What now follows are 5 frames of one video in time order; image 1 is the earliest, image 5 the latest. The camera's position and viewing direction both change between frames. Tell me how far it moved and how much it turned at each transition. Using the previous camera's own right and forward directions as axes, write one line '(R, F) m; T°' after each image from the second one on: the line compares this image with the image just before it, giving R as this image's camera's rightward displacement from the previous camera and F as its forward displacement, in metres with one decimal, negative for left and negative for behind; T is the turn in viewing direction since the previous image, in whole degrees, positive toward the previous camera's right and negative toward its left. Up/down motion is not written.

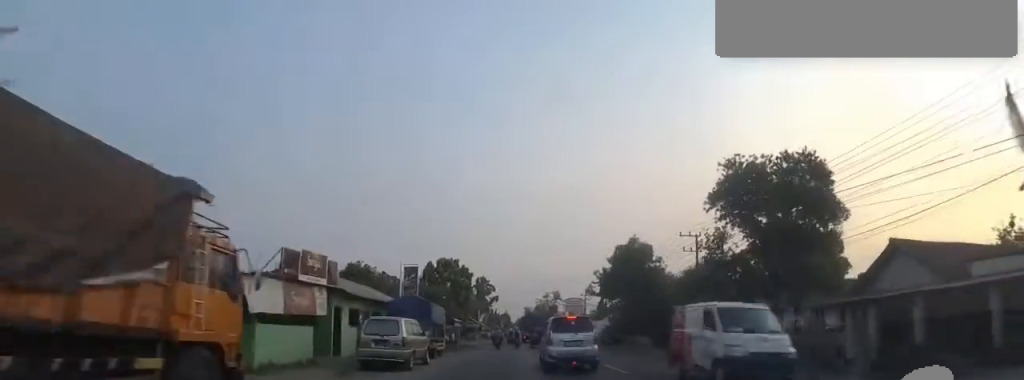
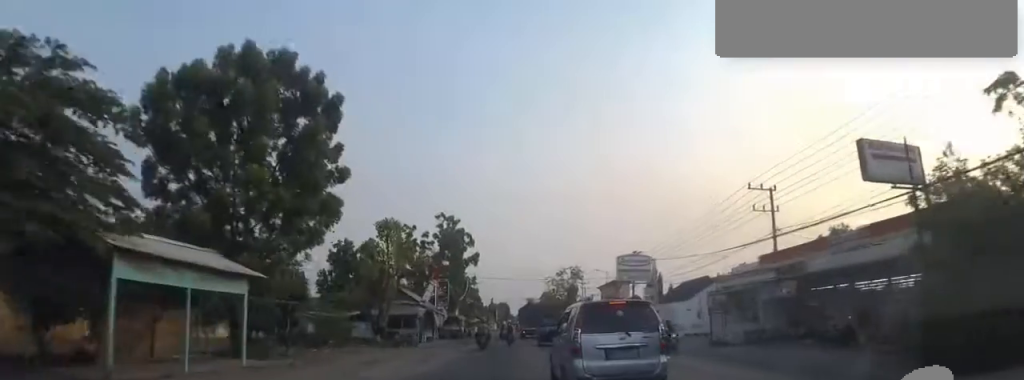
(-3.7, +40.6) m; -2°
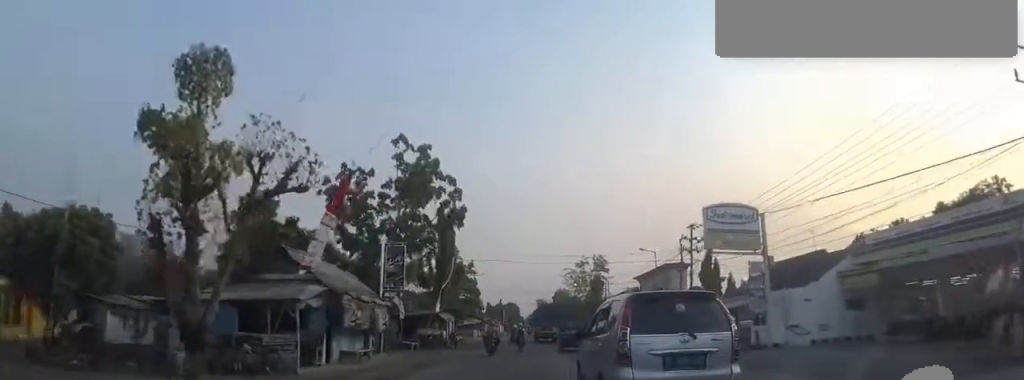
(+1.5, +17.3) m; +2°
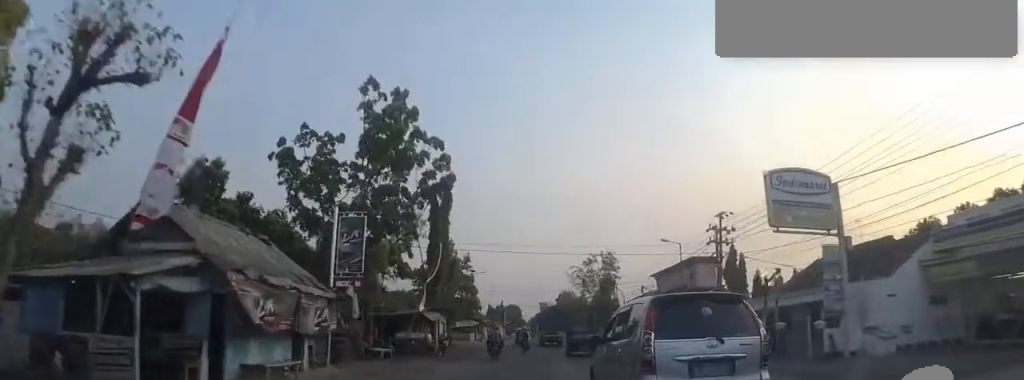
(+0.1, +6.1) m; -2°
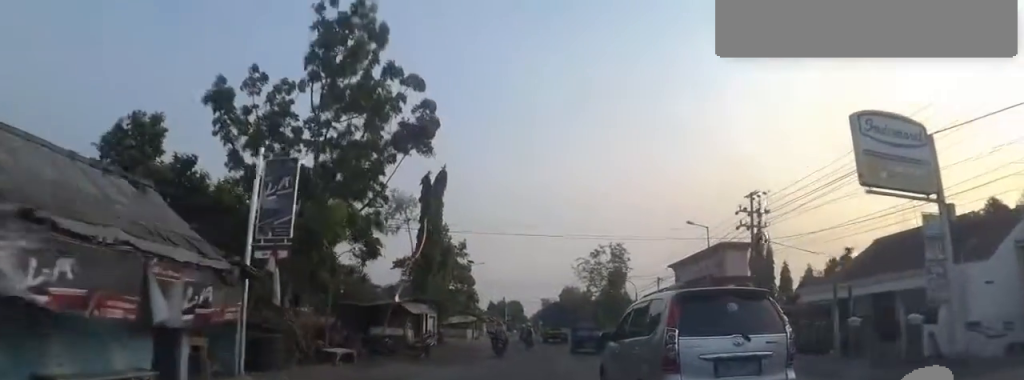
(-0.4, +5.2) m; -2°
